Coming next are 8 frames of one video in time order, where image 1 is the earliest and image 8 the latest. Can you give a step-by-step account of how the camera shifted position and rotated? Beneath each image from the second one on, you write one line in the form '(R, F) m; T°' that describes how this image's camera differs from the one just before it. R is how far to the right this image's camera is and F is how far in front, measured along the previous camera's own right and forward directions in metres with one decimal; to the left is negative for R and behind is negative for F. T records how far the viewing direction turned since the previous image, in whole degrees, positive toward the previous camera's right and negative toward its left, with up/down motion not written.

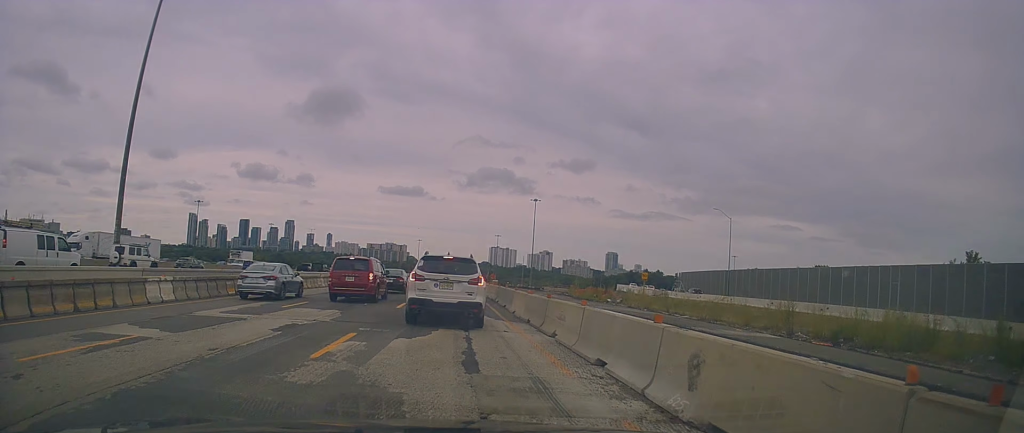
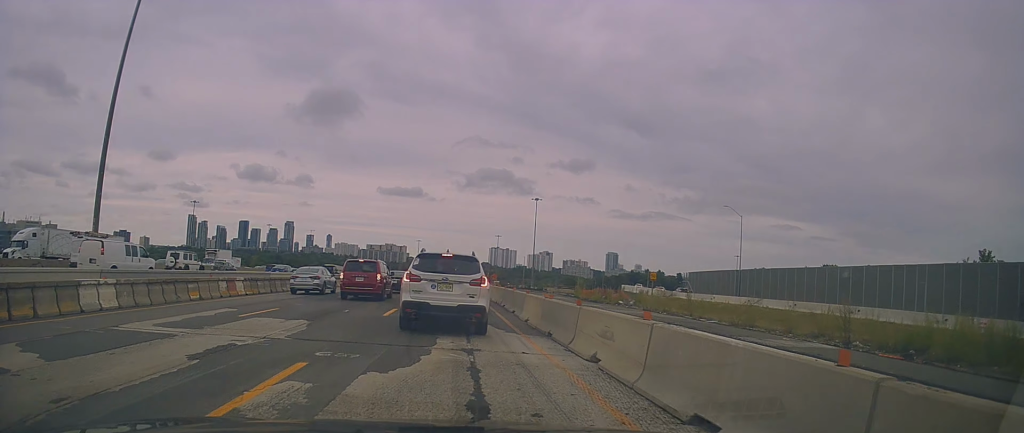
(-0.1, +4.5) m; -1°
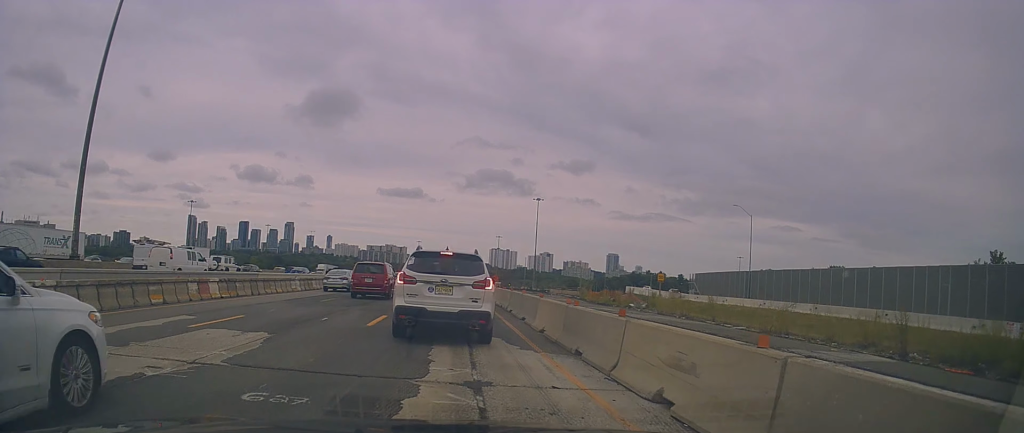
(+0.3, +3.7) m; 0°
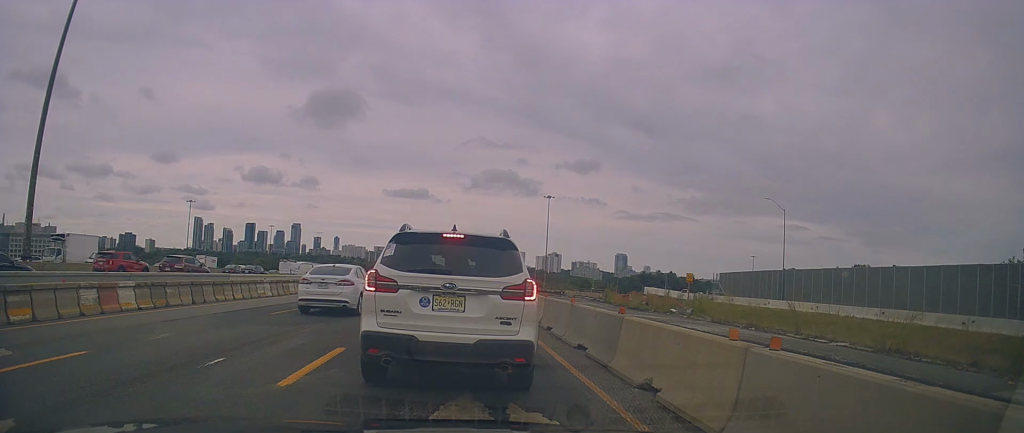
(-0.2, +9.8) m; +5°
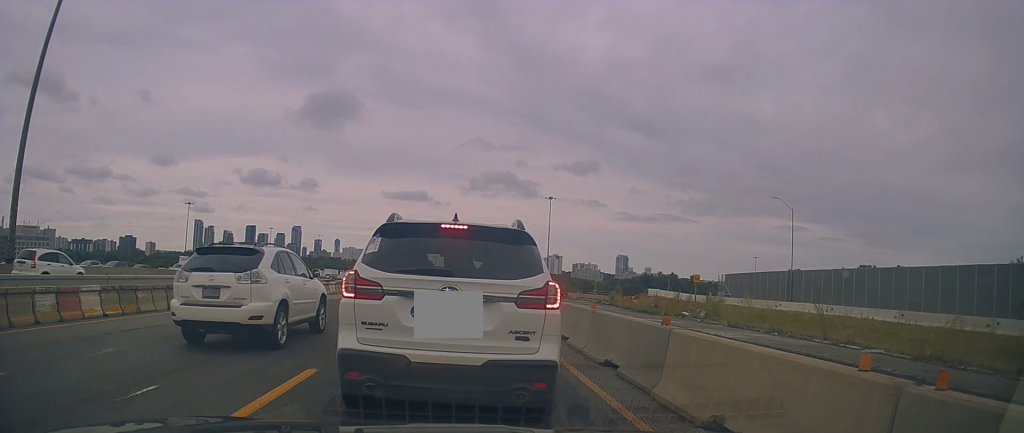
(0.0, +3.6) m; +1°
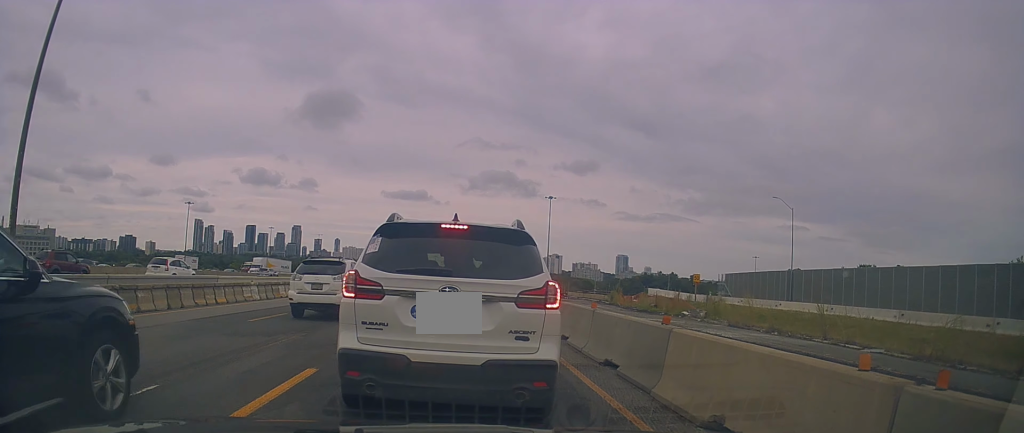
(0.0, 0.0) m; 0°
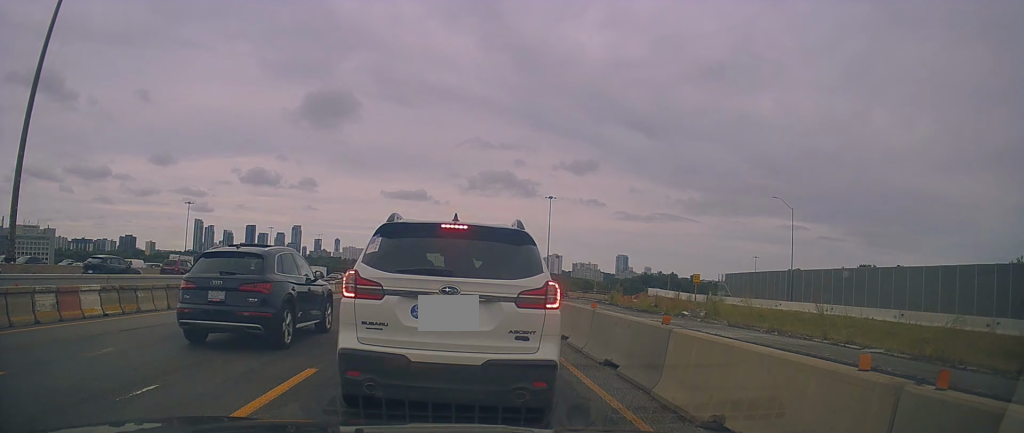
(0.0, 0.0) m; 0°
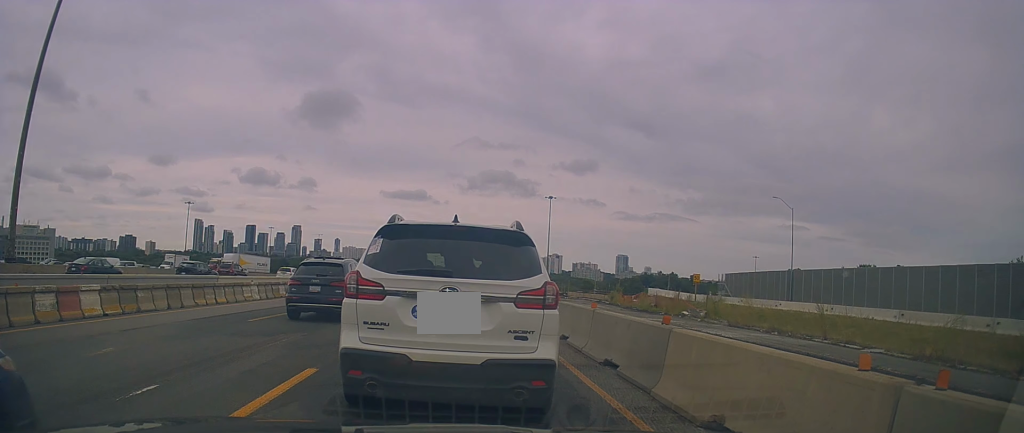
(0.0, 0.0) m; 0°
